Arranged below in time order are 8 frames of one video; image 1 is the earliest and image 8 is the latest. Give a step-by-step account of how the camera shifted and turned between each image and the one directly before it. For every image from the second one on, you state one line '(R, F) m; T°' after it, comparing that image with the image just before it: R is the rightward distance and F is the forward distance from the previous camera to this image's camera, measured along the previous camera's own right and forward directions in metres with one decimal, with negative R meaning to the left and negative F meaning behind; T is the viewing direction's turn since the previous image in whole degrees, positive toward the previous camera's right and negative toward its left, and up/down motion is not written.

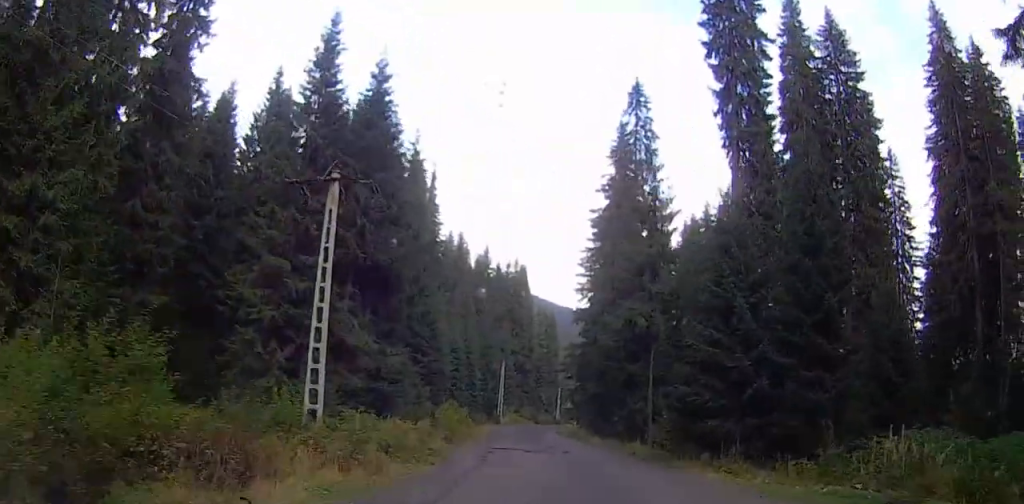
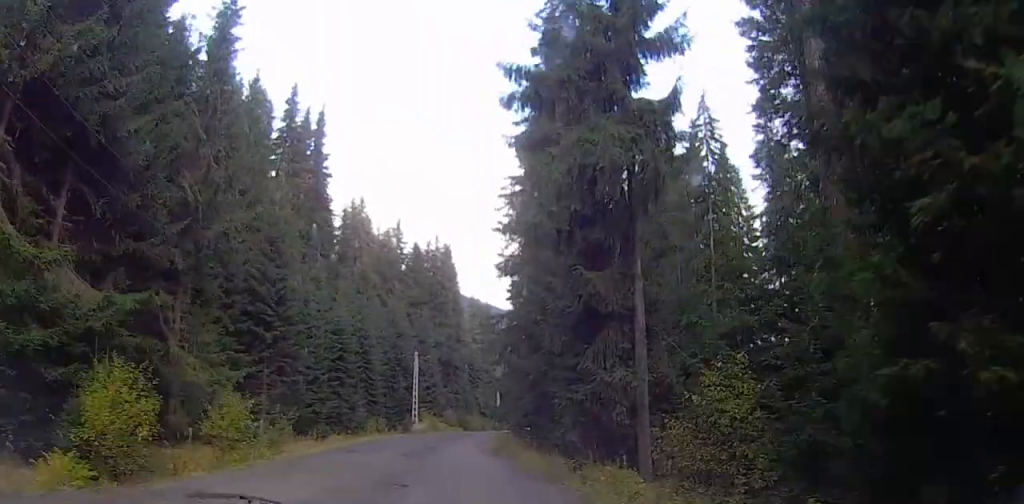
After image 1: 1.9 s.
(+1.9, +24.5) m; +7°
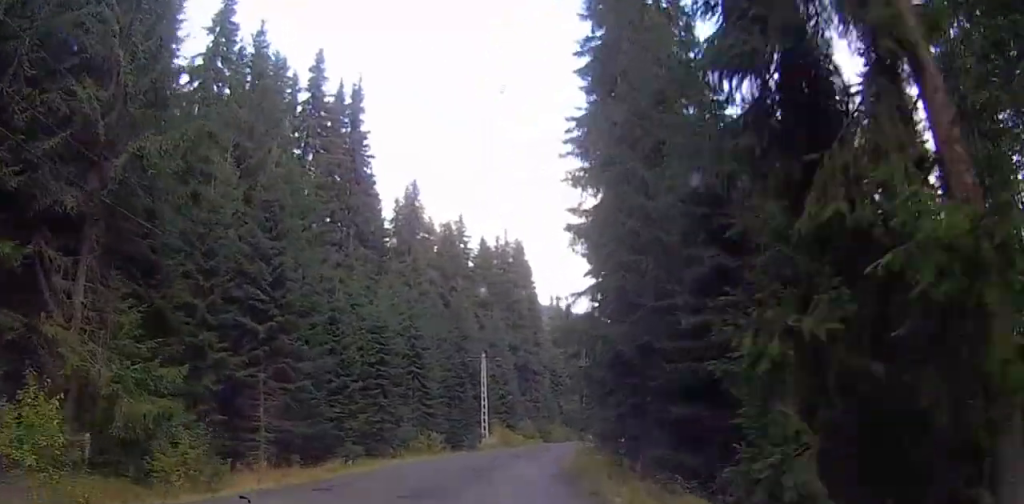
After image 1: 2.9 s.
(+0.1, +12.1) m; +1°
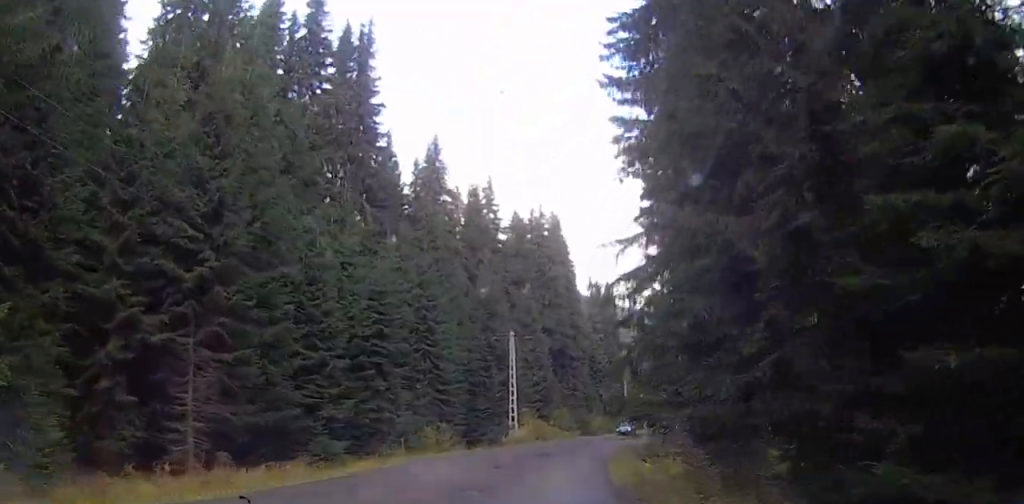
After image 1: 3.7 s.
(0.0, +10.1) m; -1°
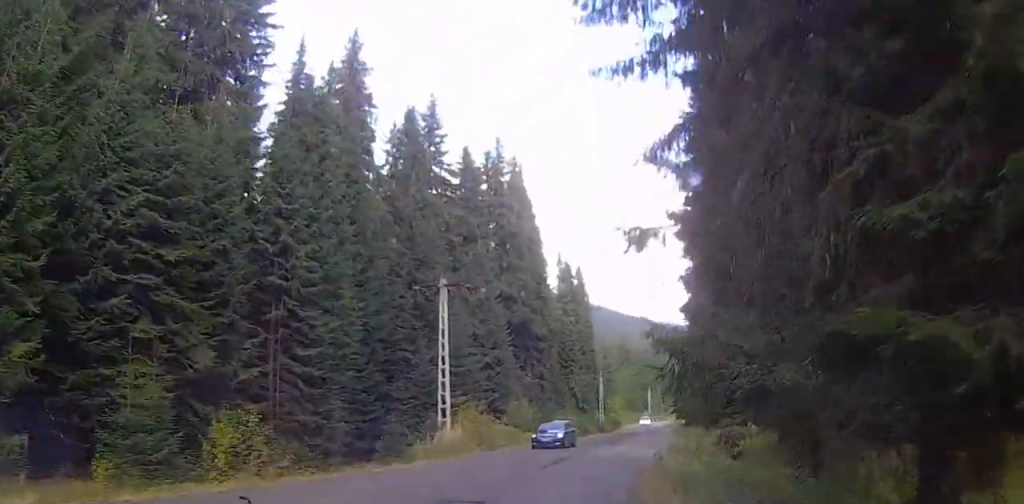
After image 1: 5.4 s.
(-0.4, +20.8) m; -2°
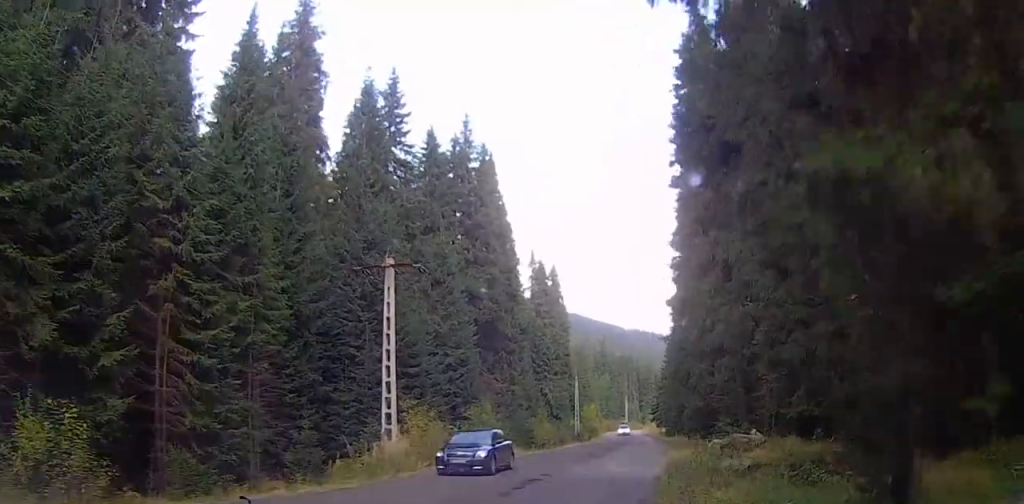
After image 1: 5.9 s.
(0.0, +6.1) m; +1°
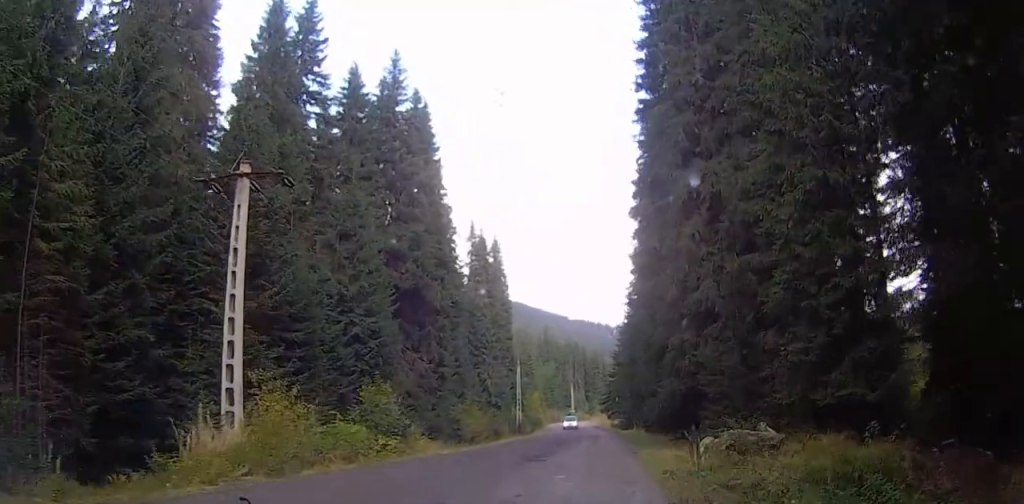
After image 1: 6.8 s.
(+0.1, +9.4) m; +3°
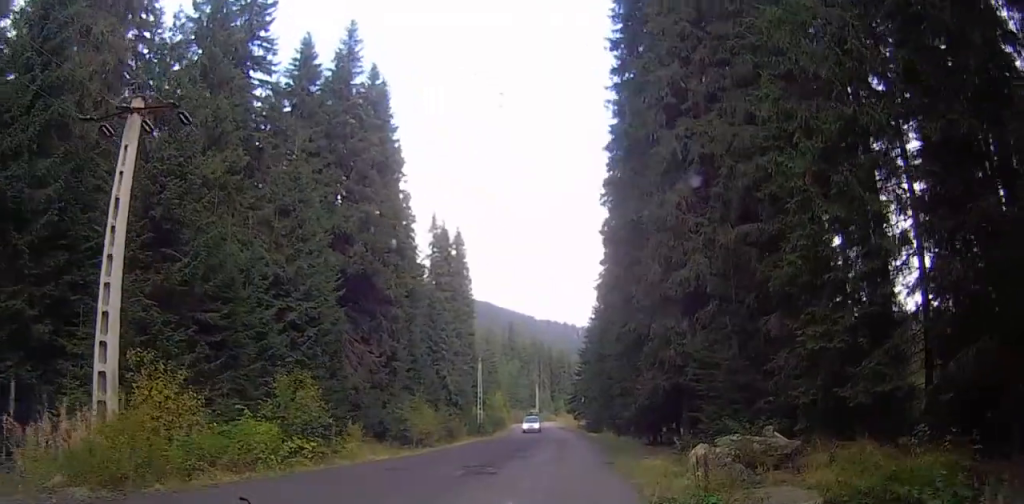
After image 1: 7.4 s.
(0.0, +4.9) m; +3°
